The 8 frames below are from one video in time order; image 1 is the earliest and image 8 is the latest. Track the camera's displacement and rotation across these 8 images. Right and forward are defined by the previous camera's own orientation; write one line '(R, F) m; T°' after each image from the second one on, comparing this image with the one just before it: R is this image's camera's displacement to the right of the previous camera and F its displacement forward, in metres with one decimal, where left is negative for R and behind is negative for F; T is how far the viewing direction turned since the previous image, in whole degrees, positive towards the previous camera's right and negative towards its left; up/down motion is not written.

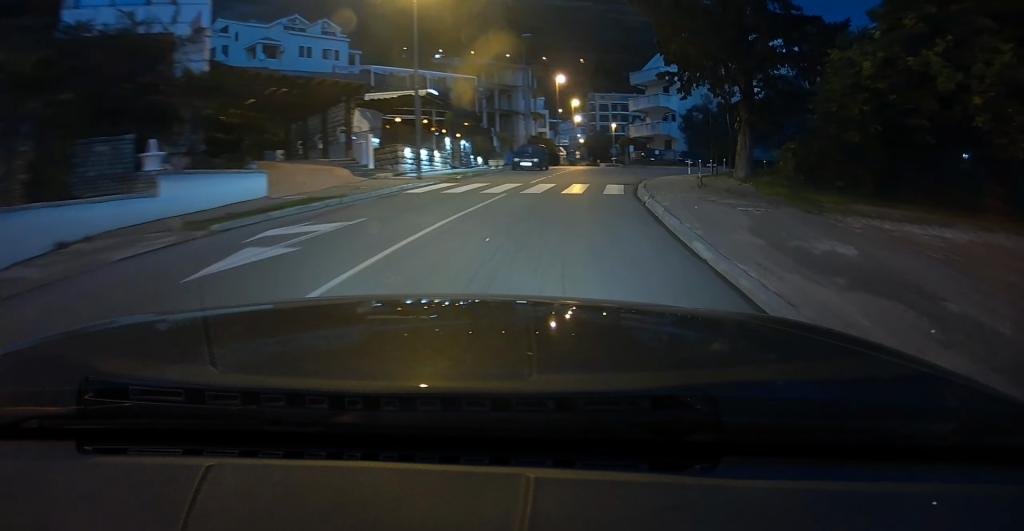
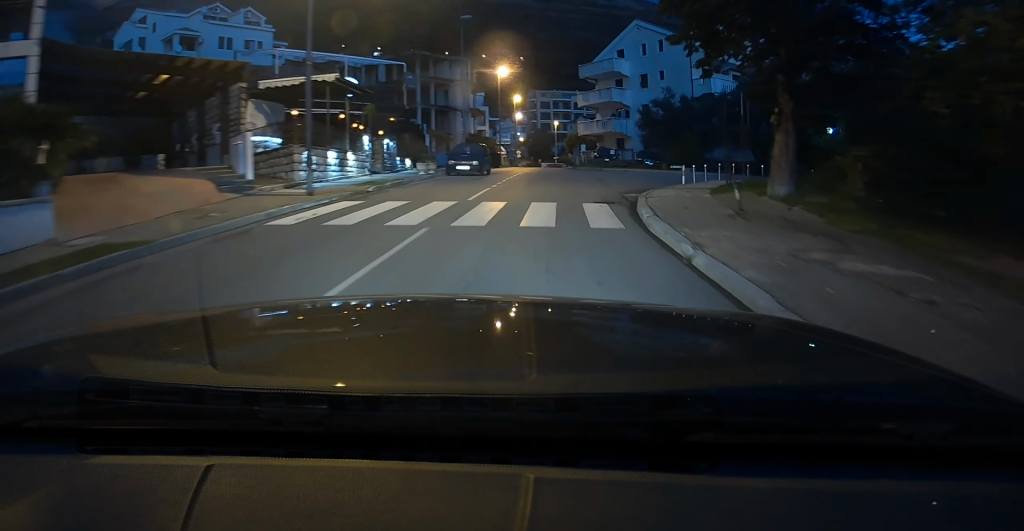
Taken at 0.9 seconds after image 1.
(+0.5, +6.2) m; +7°
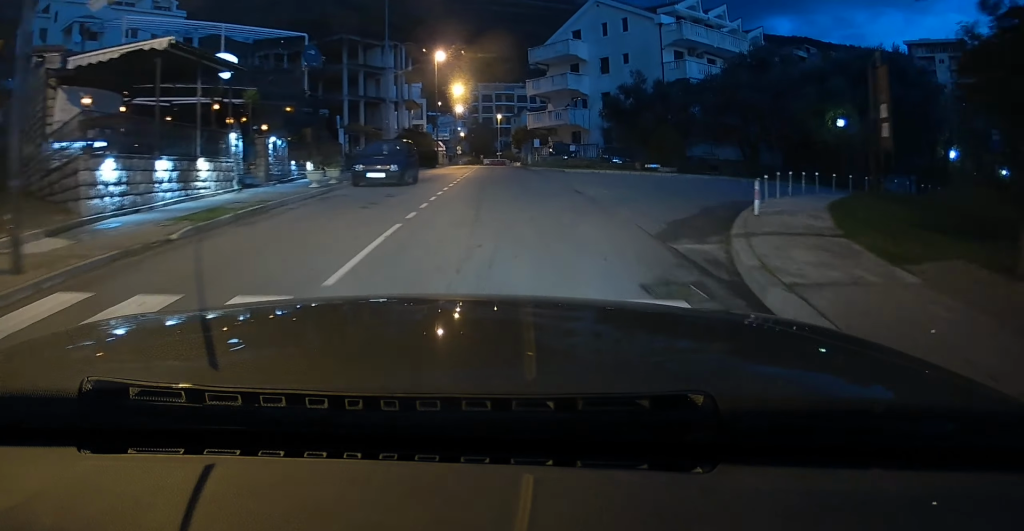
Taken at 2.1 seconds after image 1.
(+0.4, +8.3) m; +4°
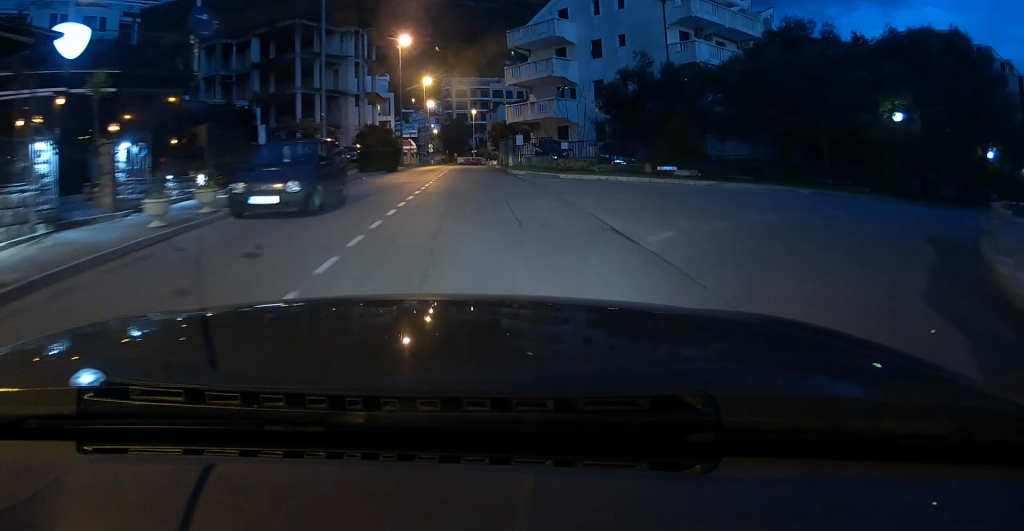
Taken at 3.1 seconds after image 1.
(+0.2, +7.7) m; +2°
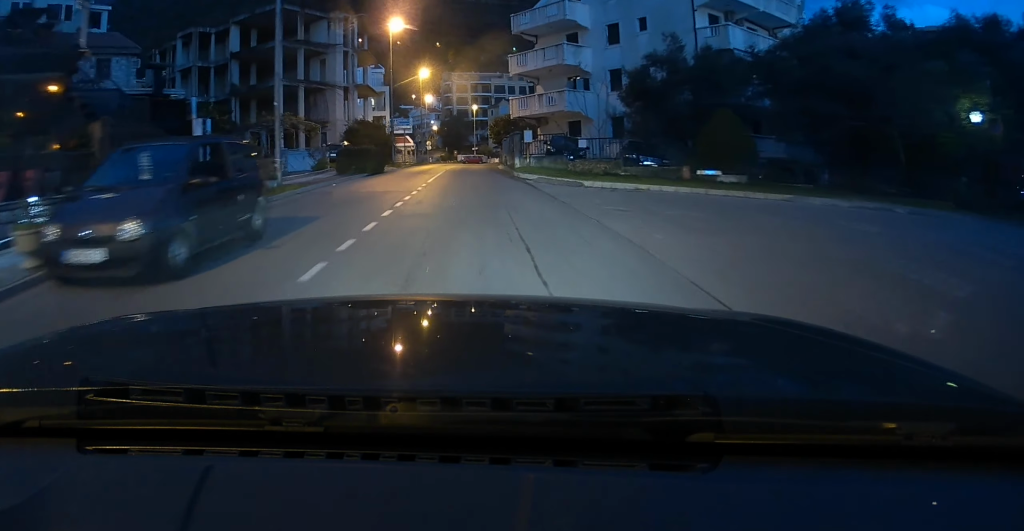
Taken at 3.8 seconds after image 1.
(+0.1, +5.4) m; +1°
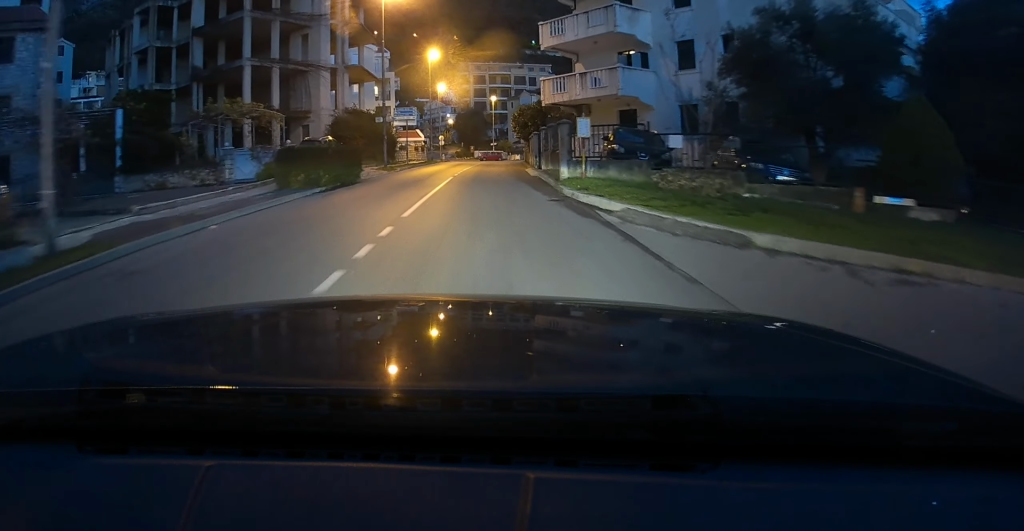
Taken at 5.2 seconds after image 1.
(+0.1, +10.7) m; -1°
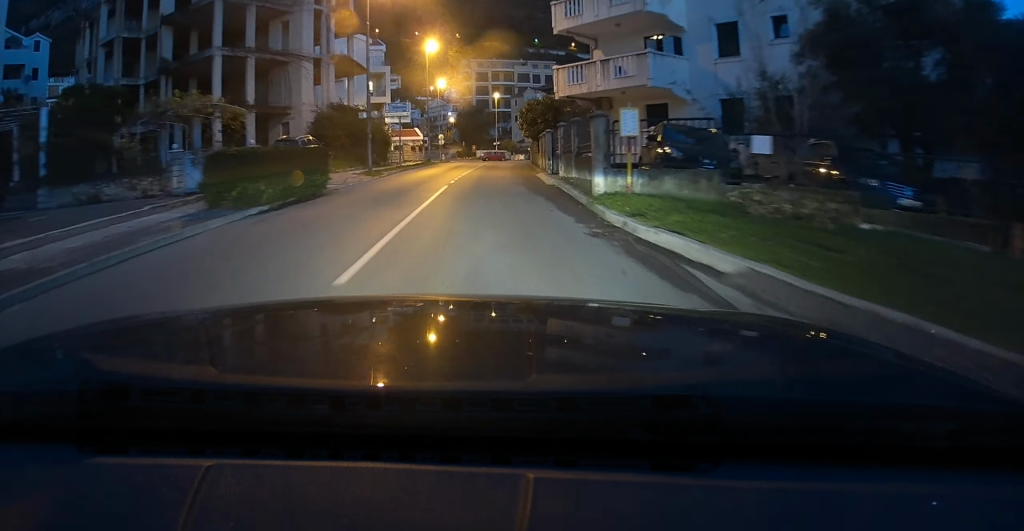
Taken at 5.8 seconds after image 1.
(-0.1, +5.0) m; -1°
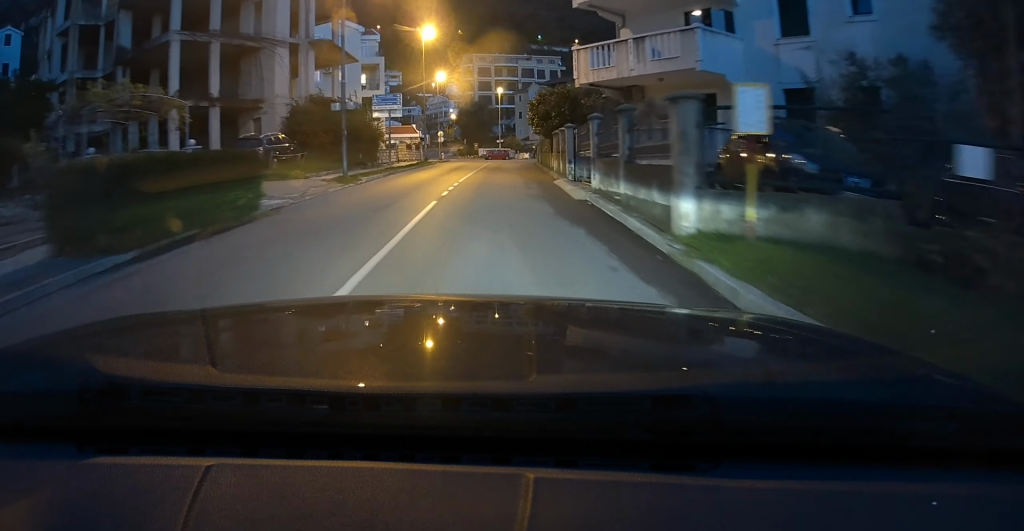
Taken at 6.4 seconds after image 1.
(-0.1, +5.3) m; -1°
